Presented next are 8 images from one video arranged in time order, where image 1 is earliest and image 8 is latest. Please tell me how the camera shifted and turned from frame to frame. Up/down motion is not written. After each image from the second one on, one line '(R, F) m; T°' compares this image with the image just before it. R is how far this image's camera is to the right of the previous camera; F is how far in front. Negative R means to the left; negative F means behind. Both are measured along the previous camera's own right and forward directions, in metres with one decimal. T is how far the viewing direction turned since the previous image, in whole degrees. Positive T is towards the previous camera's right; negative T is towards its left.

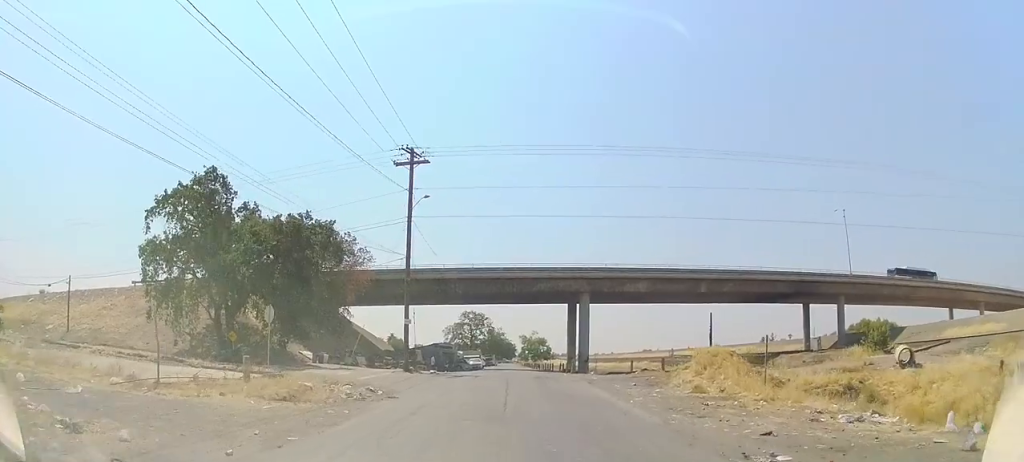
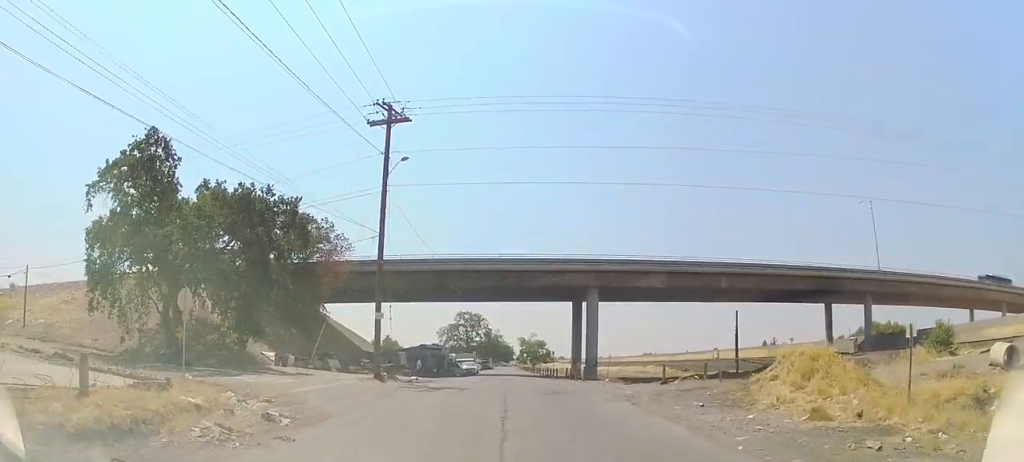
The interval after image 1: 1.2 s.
(0.0, +7.1) m; +1°
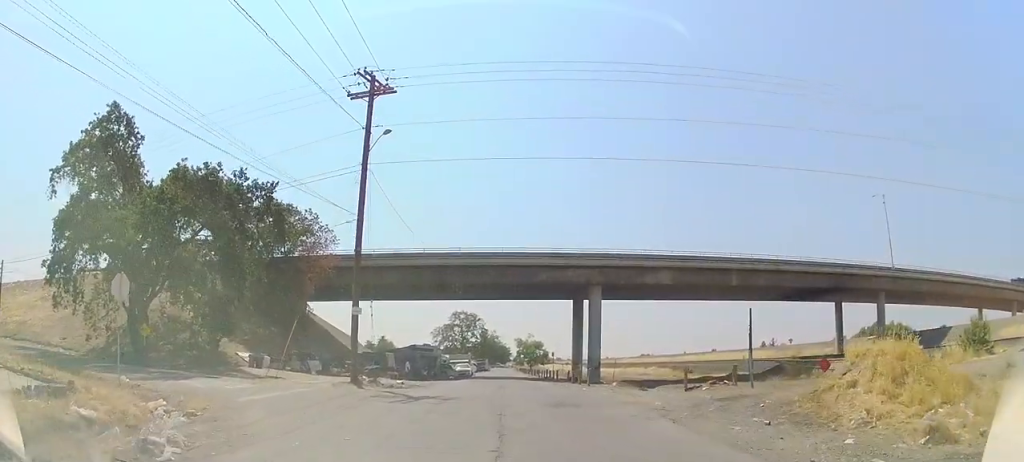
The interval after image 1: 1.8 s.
(0.0, +3.7) m; 0°
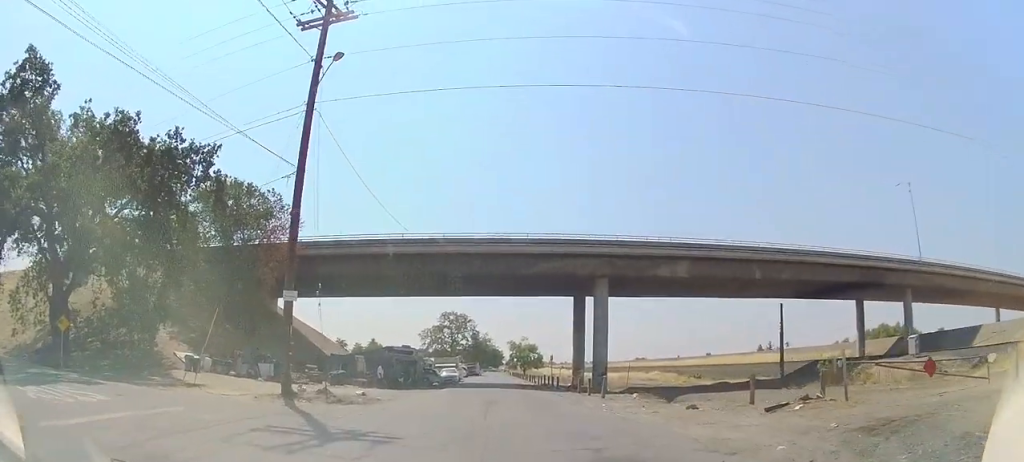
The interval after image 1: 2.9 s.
(-0.1, +6.8) m; -1°
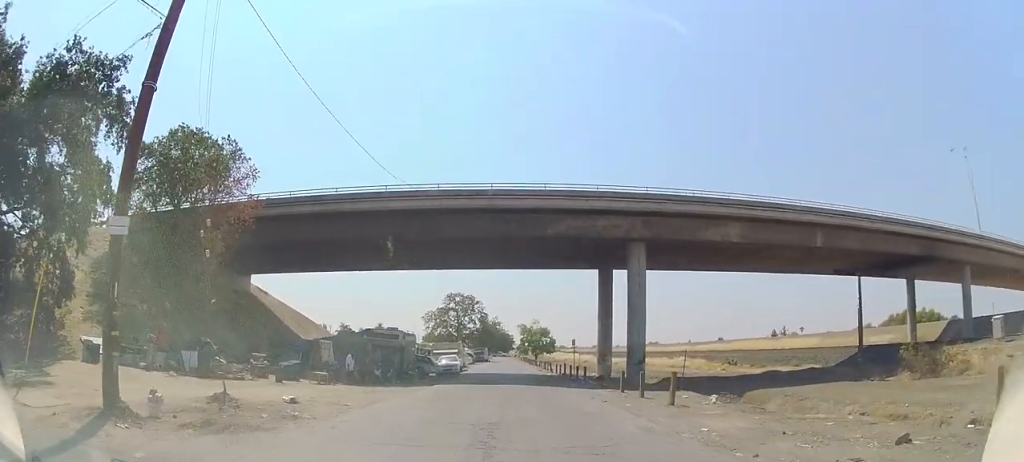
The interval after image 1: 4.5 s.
(+0.5, +8.9) m; +4°
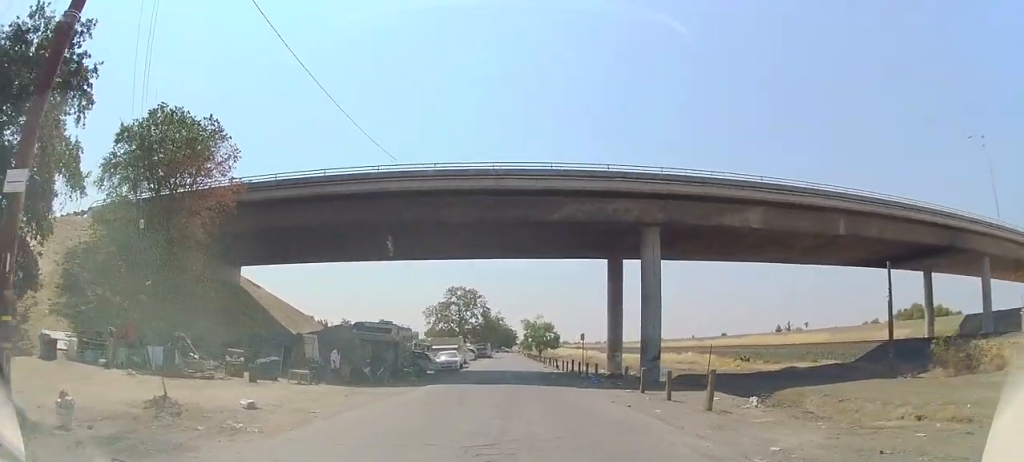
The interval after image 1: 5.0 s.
(+0.2, +2.8) m; 0°
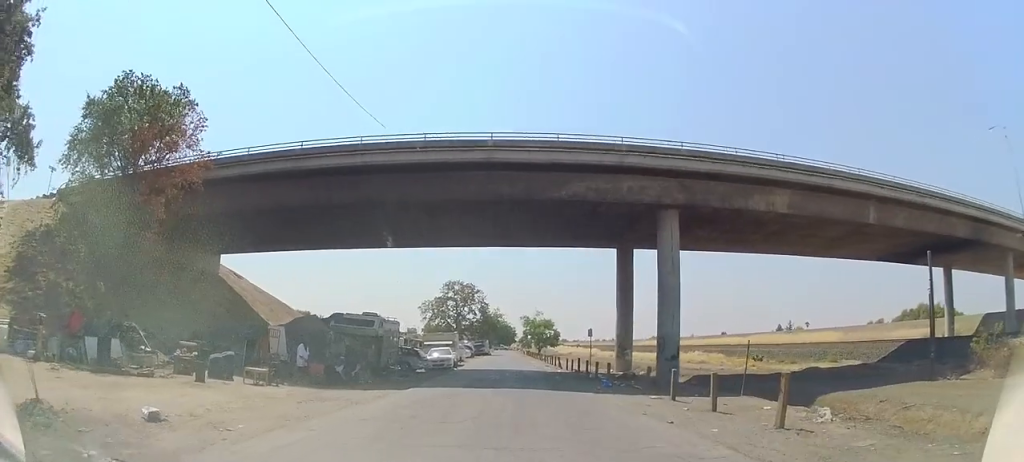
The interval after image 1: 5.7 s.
(-0.3, +3.7) m; -3°
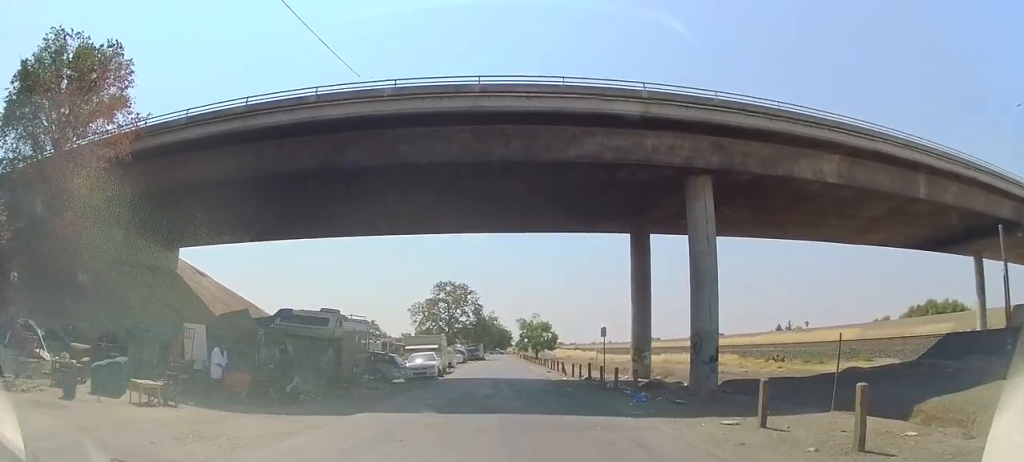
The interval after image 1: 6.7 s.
(-0.1, +5.8) m; -1°
